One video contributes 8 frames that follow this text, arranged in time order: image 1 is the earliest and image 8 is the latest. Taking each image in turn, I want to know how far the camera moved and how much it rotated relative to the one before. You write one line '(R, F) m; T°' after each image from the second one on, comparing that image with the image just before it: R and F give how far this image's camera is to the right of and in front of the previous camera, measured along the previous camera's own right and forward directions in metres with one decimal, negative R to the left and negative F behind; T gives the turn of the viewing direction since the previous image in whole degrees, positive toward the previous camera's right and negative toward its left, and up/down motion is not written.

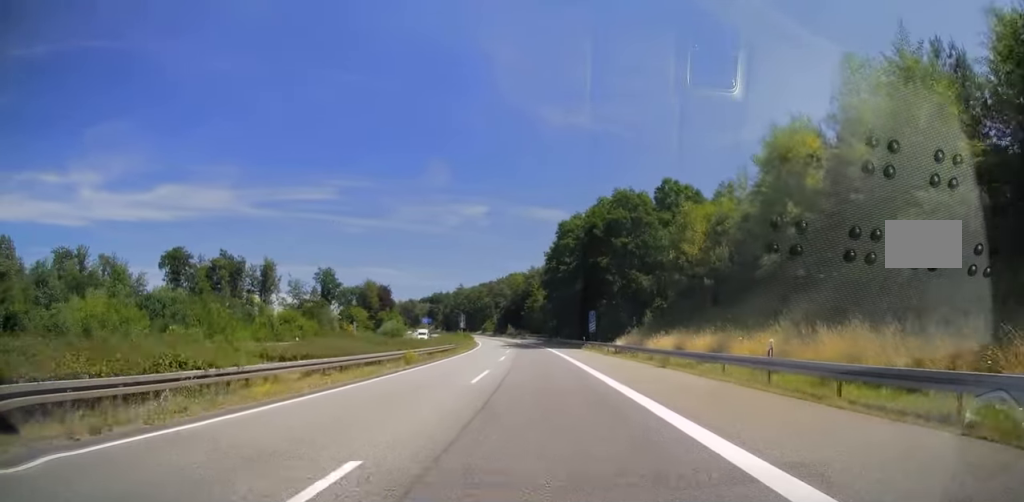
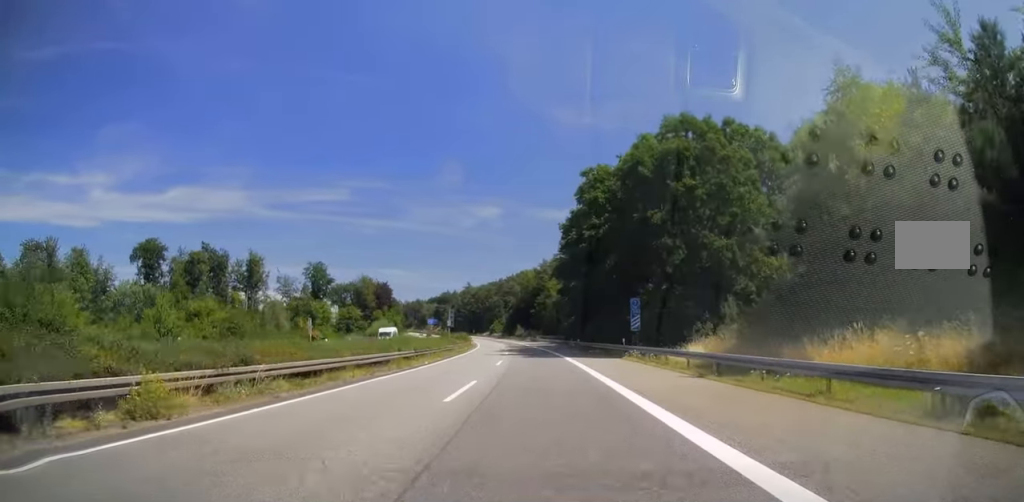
(-0.6, +23.4) m; -1°
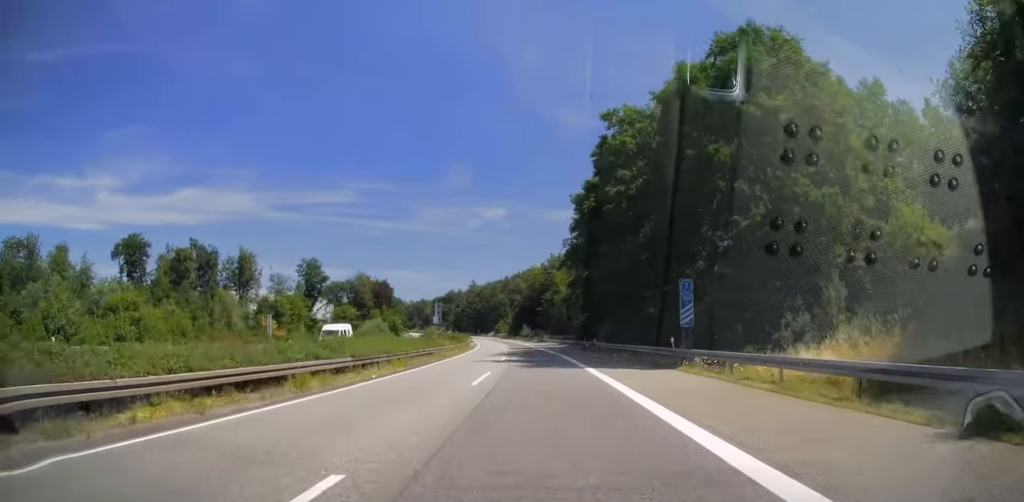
(-0.1, +13.2) m; -1°
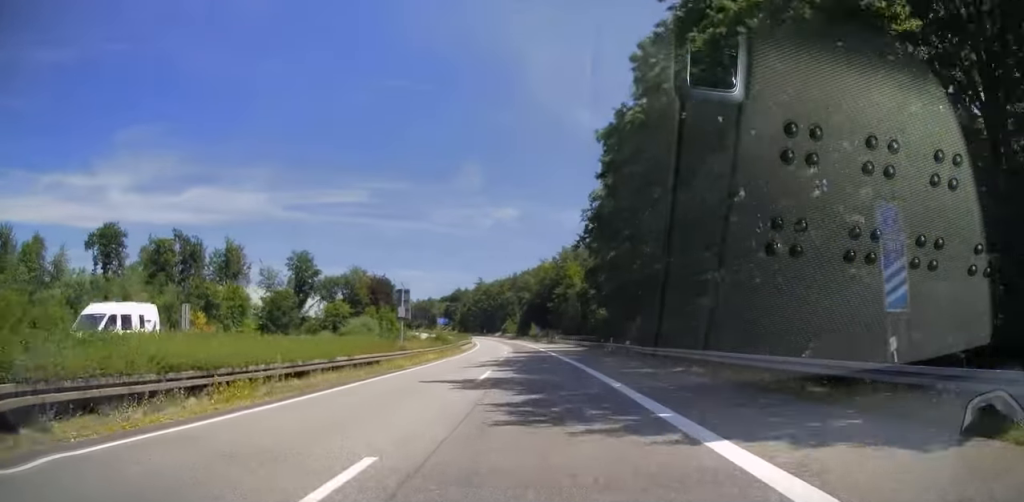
(0.0, +17.1) m; -1°
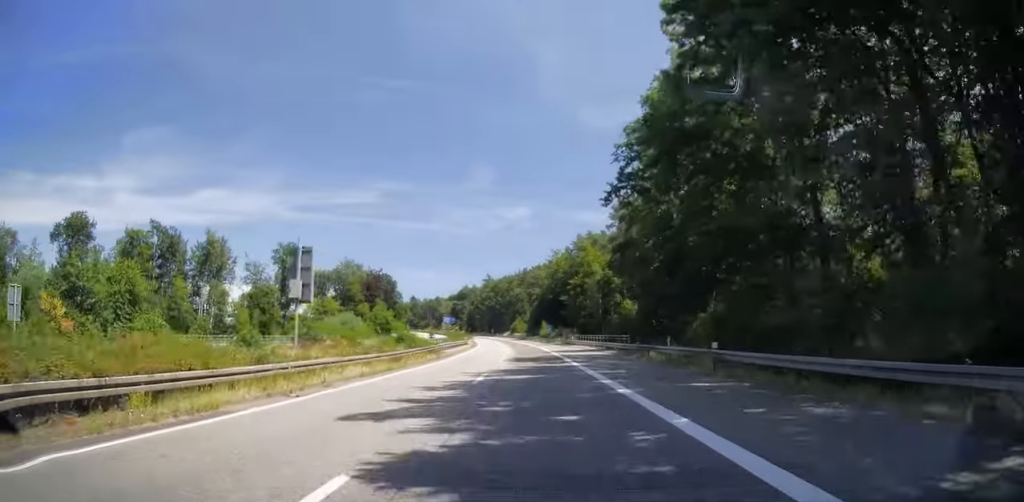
(-0.1, +19.0) m; -1°
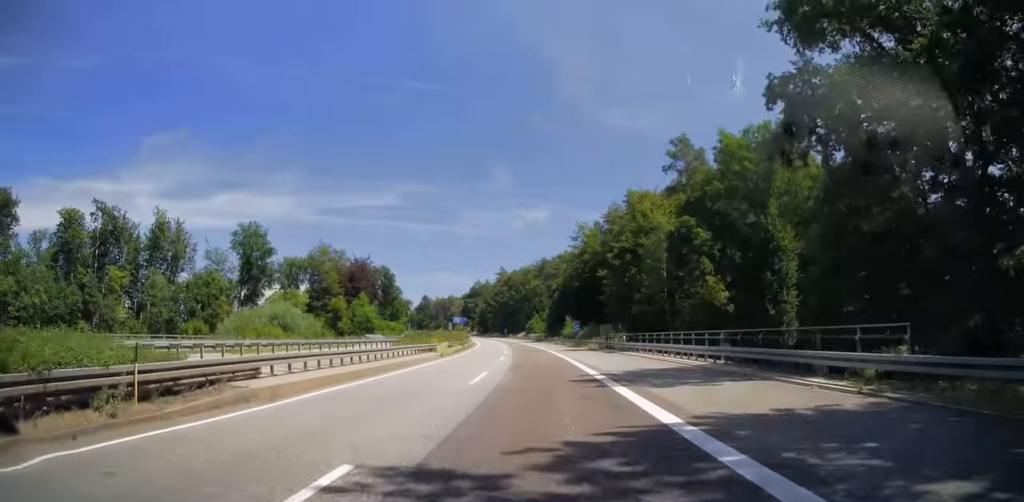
(-0.7, +35.6) m; -2°
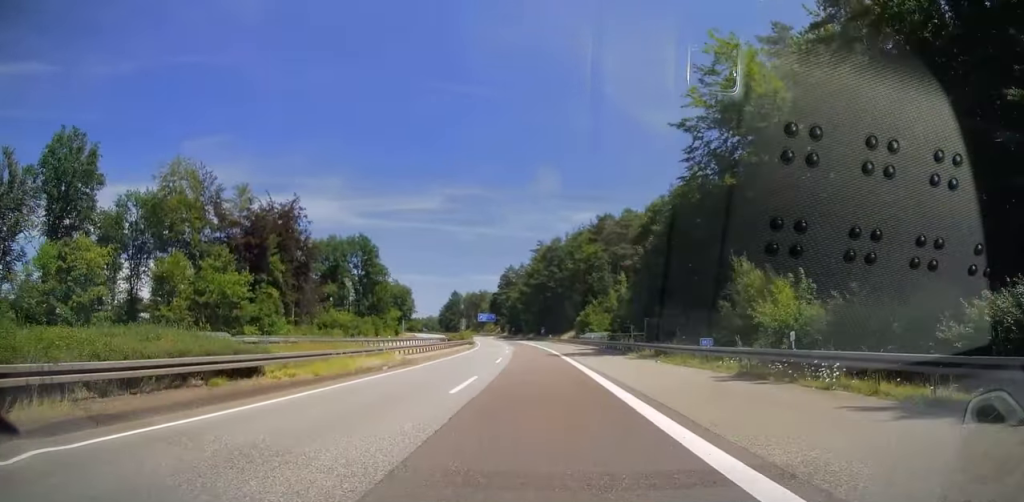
(-3.0, +75.7) m; -4°
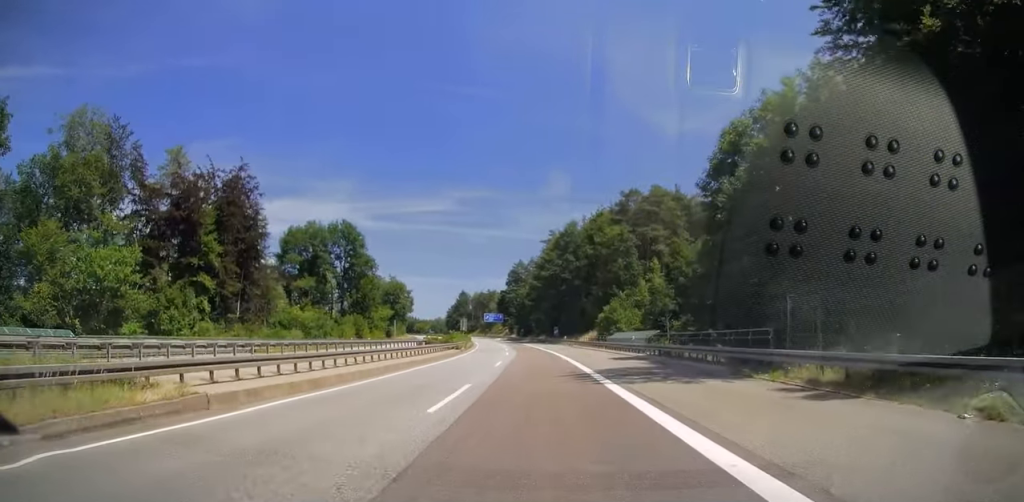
(0.0, +21.5) m; -1°
